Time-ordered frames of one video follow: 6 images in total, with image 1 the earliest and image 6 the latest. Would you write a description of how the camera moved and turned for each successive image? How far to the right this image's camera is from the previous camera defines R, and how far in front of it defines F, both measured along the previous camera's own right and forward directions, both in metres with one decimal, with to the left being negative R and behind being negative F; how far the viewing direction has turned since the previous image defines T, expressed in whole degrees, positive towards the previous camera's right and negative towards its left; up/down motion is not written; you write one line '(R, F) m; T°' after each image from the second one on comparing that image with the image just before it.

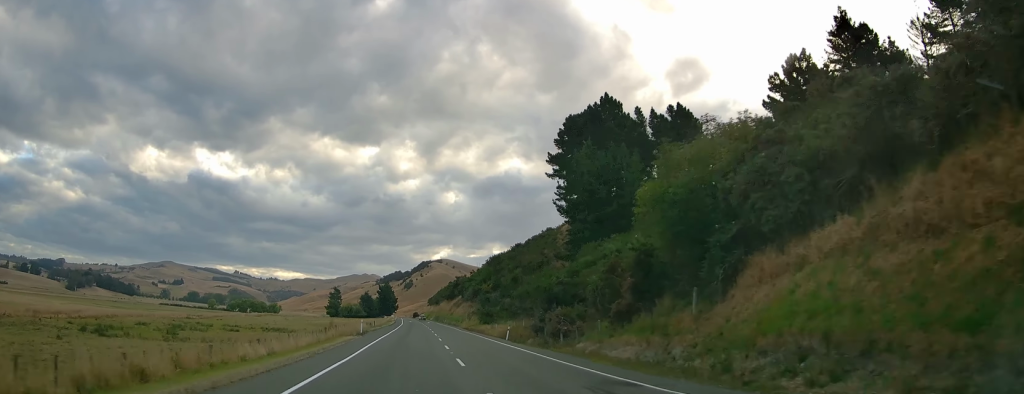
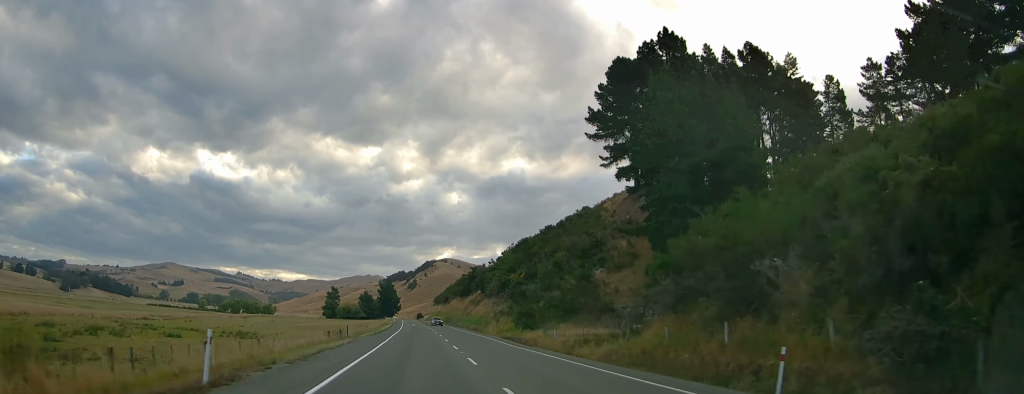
(-0.4, +38.2) m; -1°
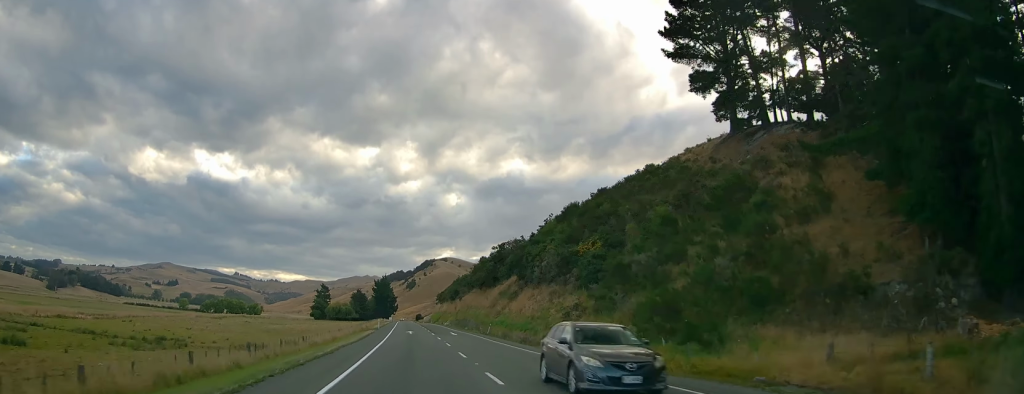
(+0.1, +45.1) m; 0°
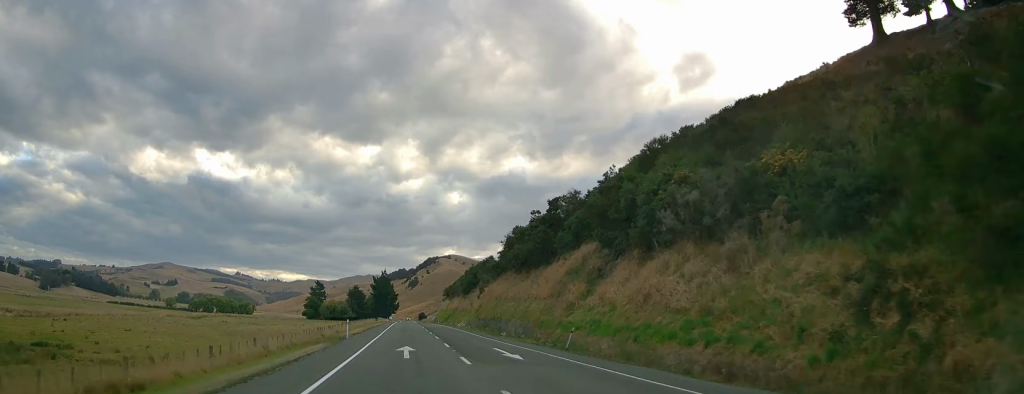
(0.0, +34.6) m; 0°
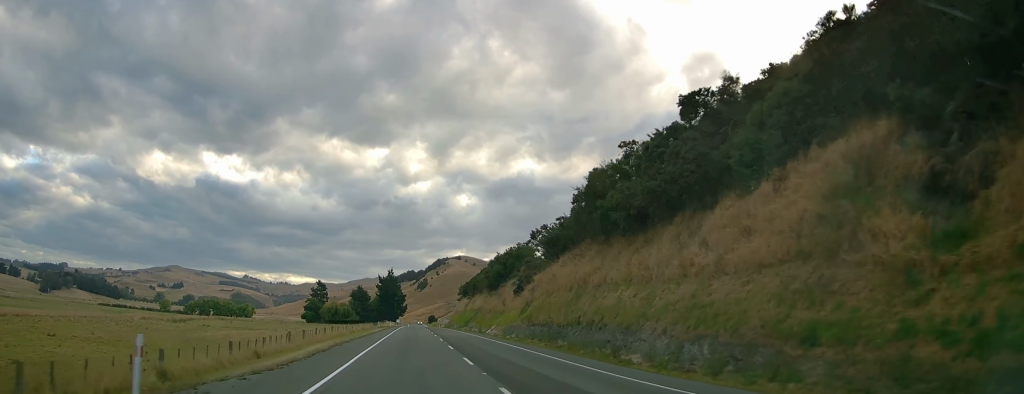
(0.0, +29.2) m; 0°
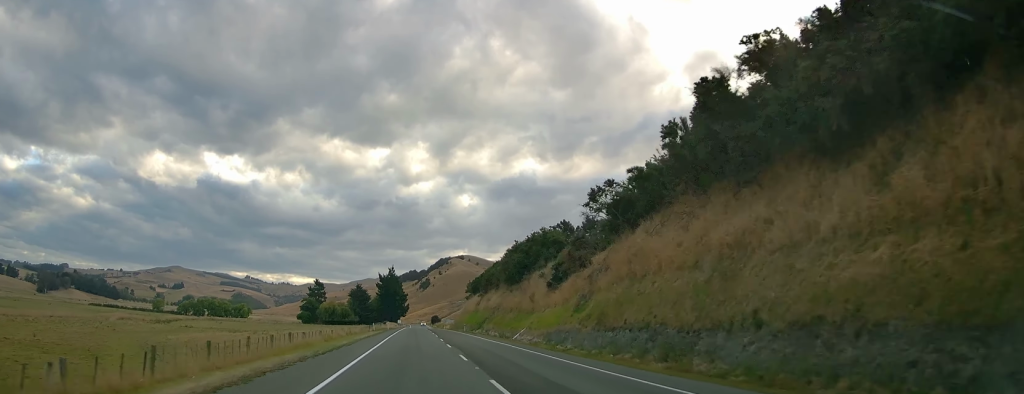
(0.0, +17.2) m; -1°
